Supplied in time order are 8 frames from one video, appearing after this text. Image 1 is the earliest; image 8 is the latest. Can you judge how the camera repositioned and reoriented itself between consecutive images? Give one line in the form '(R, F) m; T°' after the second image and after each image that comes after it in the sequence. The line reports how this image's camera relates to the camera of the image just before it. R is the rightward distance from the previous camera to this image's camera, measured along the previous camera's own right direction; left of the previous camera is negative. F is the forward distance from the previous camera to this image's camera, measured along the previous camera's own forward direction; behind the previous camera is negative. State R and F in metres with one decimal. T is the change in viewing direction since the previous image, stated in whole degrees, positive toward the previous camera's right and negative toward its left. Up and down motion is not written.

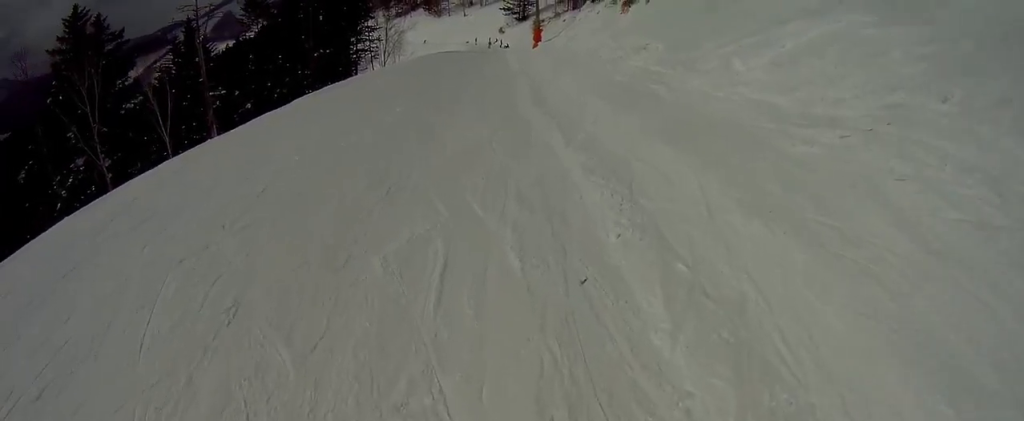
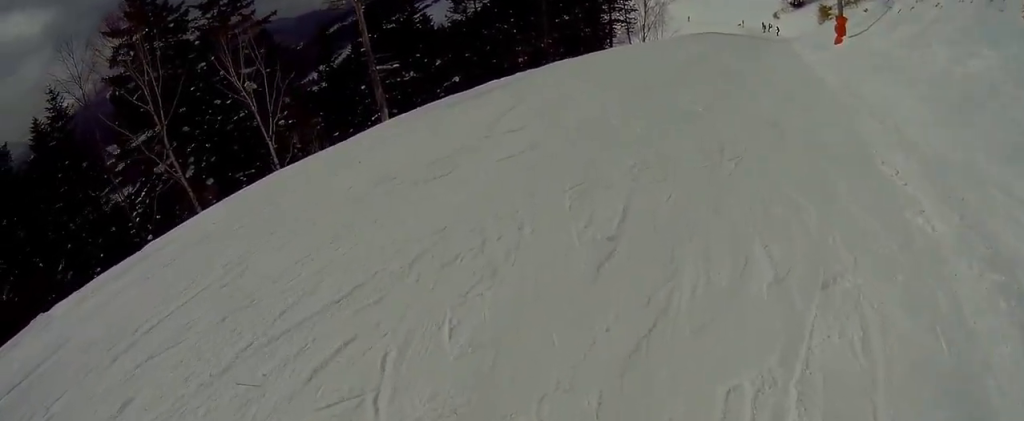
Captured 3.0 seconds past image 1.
(+1.1, +14.0) m; -3°
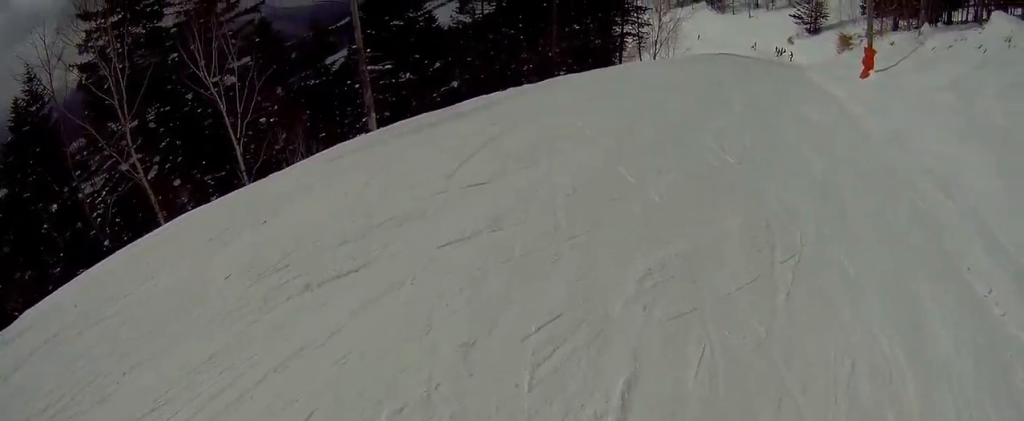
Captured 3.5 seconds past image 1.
(-0.2, +2.8) m; +7°
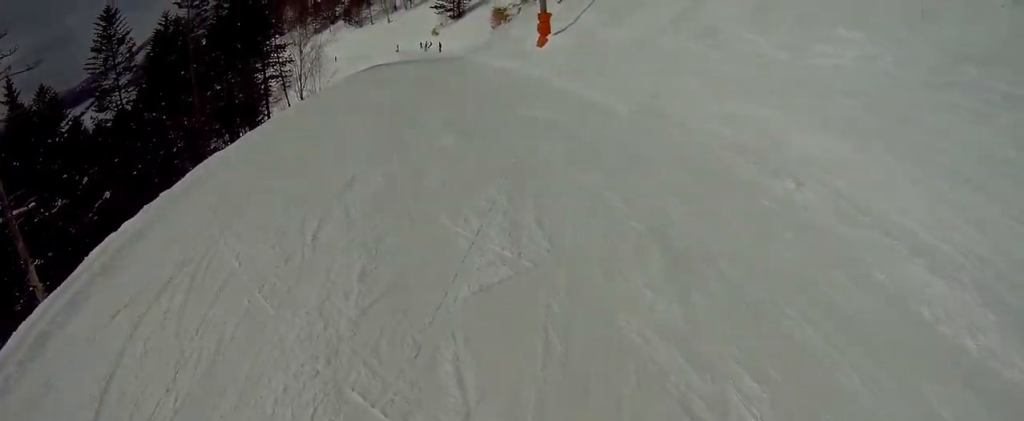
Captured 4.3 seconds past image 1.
(+0.8, +3.8) m; +8°
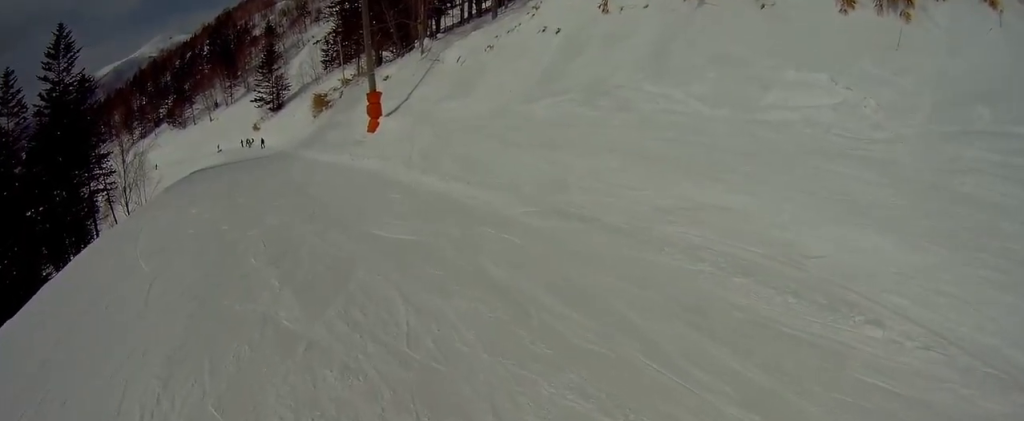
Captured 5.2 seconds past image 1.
(+0.2, +3.9) m; +5°
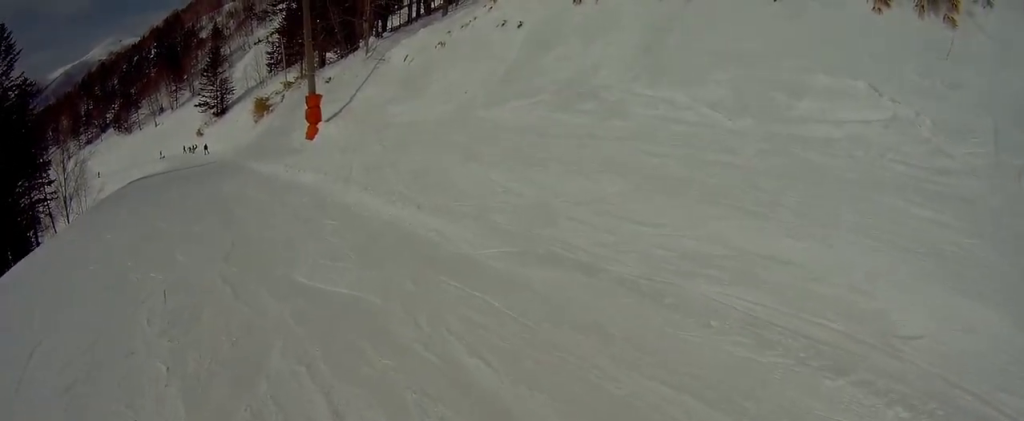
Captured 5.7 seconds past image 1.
(-0.3, +2.1) m; +1°
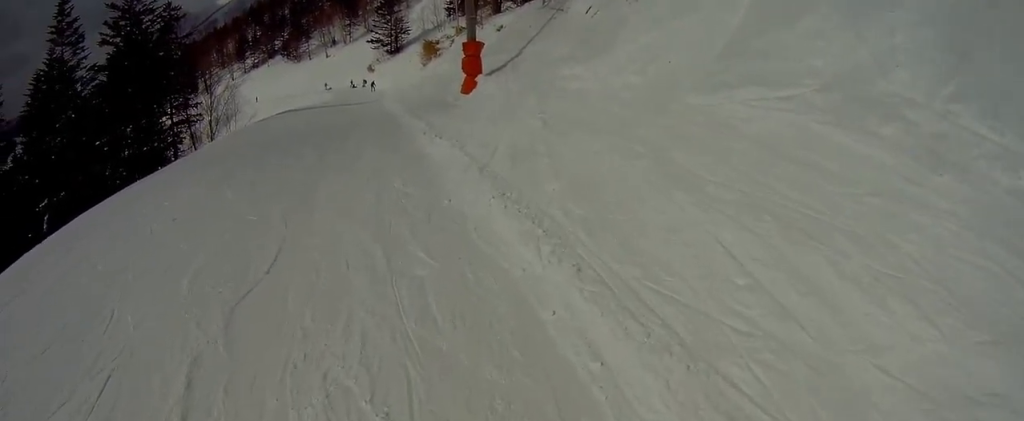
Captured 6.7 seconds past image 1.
(+0.6, +4.2) m; -7°
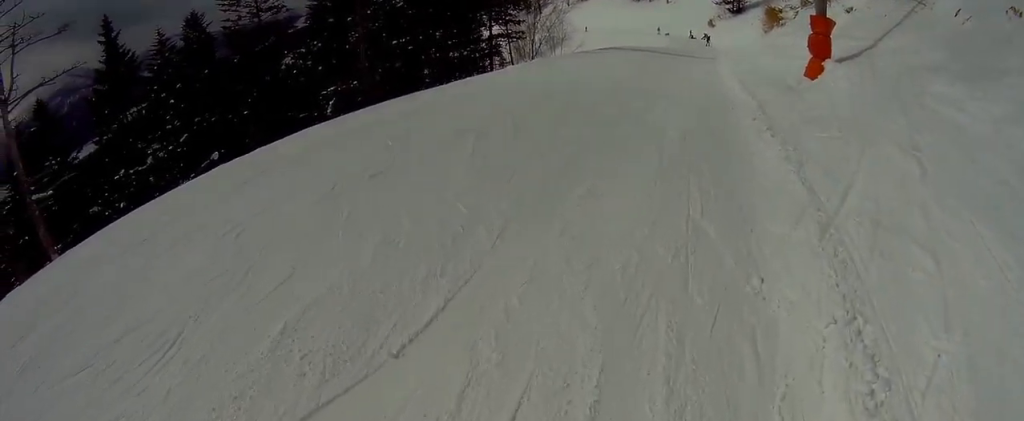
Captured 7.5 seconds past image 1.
(-1.0, +3.3) m; -10°
